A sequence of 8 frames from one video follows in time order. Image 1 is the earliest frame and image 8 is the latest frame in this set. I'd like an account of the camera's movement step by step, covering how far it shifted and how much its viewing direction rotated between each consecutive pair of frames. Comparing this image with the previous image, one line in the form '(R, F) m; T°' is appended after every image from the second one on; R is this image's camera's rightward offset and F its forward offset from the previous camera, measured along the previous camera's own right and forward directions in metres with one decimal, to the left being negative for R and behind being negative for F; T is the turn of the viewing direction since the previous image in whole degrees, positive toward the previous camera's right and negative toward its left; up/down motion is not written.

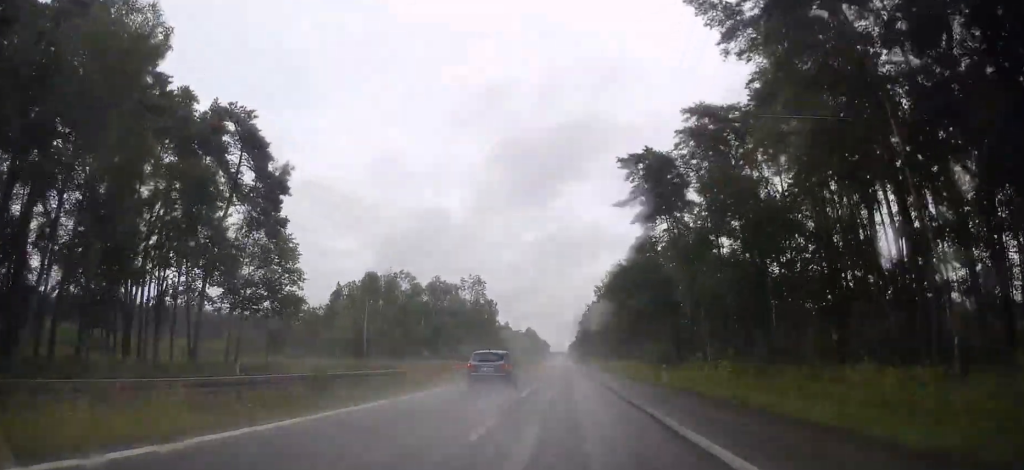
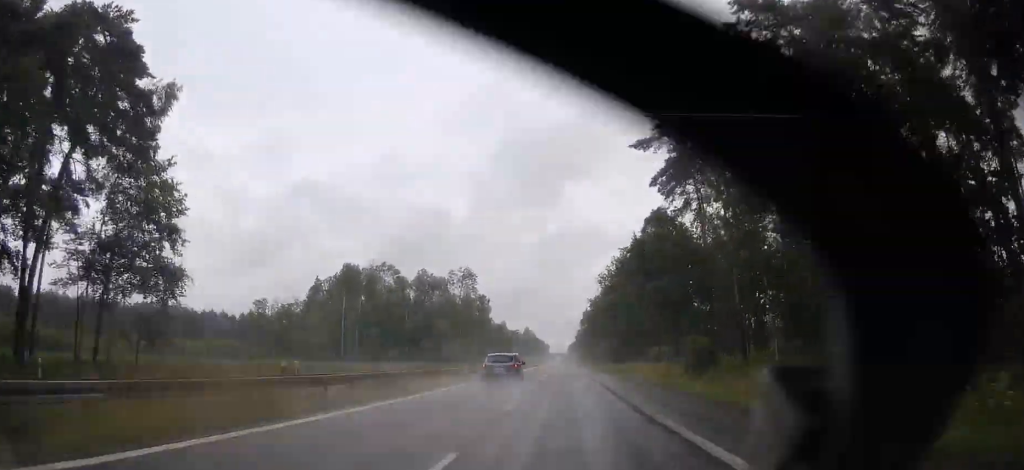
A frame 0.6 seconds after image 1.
(0.0, +17.0) m; 0°
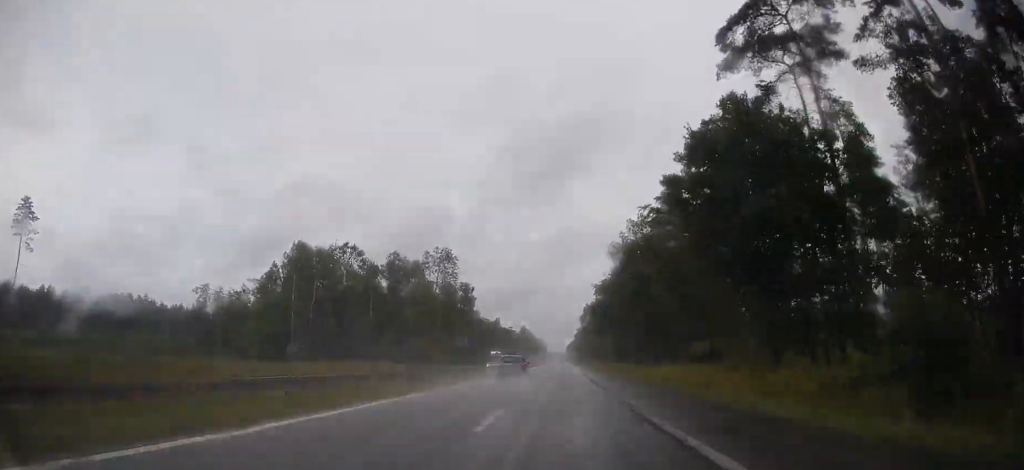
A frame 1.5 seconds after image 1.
(0.0, +27.9) m; 0°
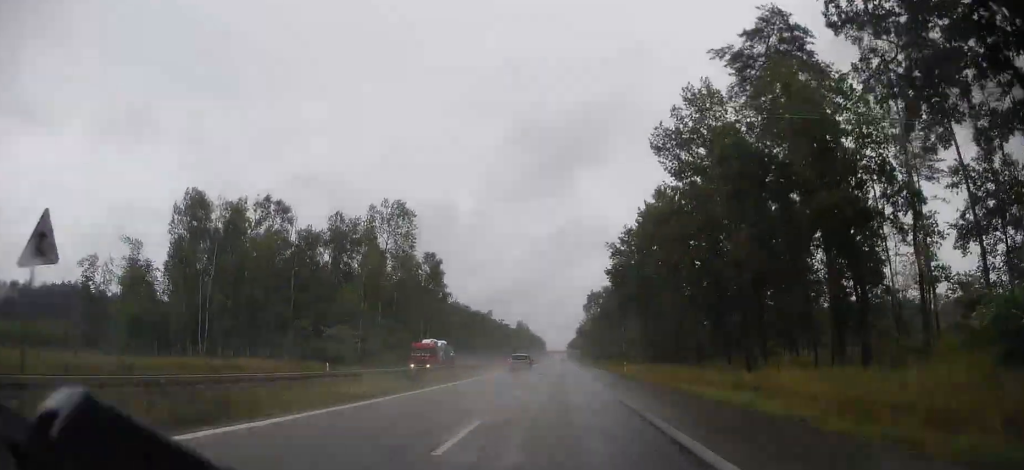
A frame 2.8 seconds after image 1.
(0.0, +38.1) m; 0°
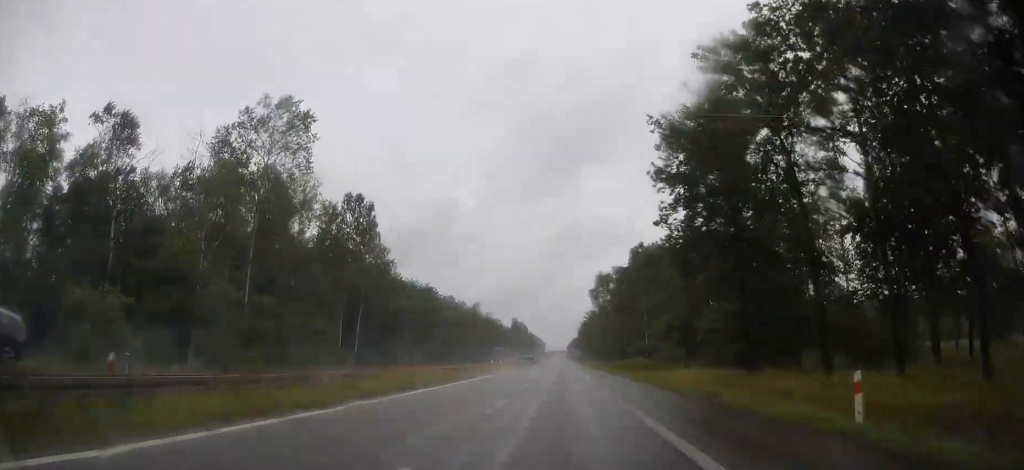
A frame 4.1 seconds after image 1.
(0.0, +40.2) m; -1°
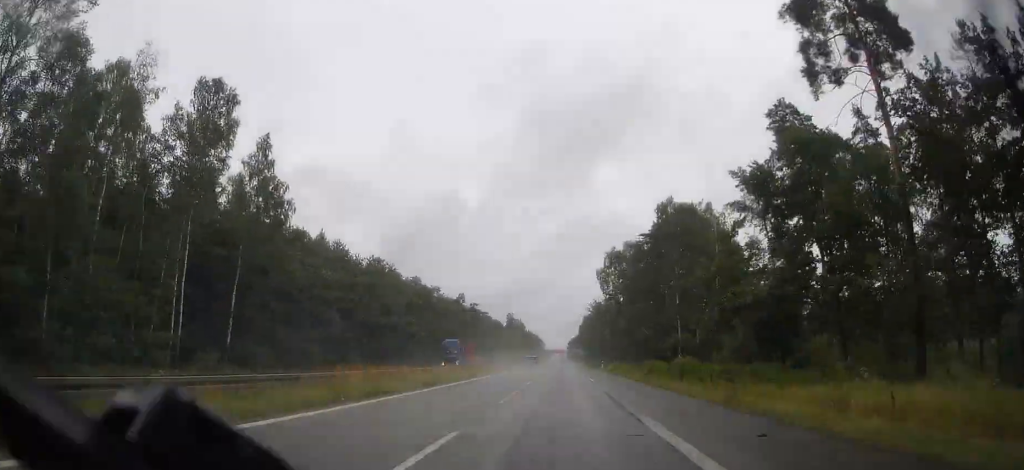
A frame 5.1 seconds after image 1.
(-0.4, +31.3) m; +1°
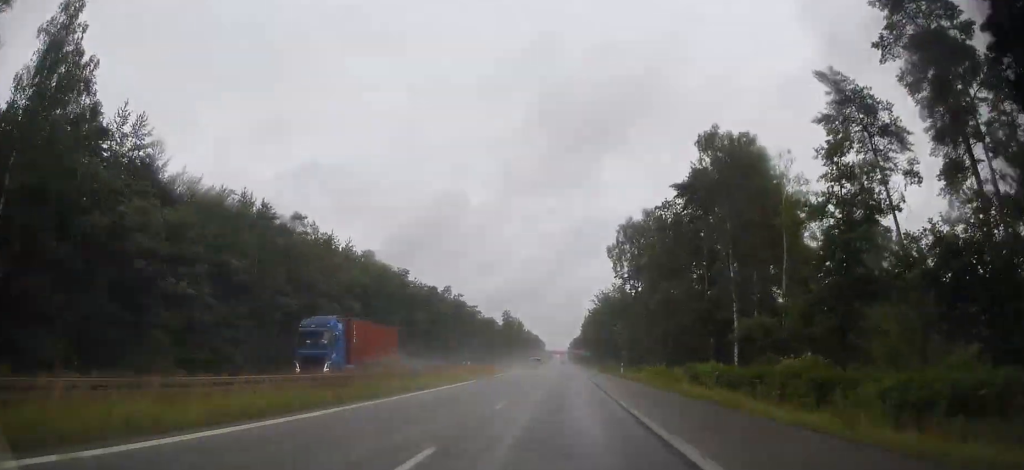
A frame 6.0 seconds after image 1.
(+0.7, +25.3) m; +1°
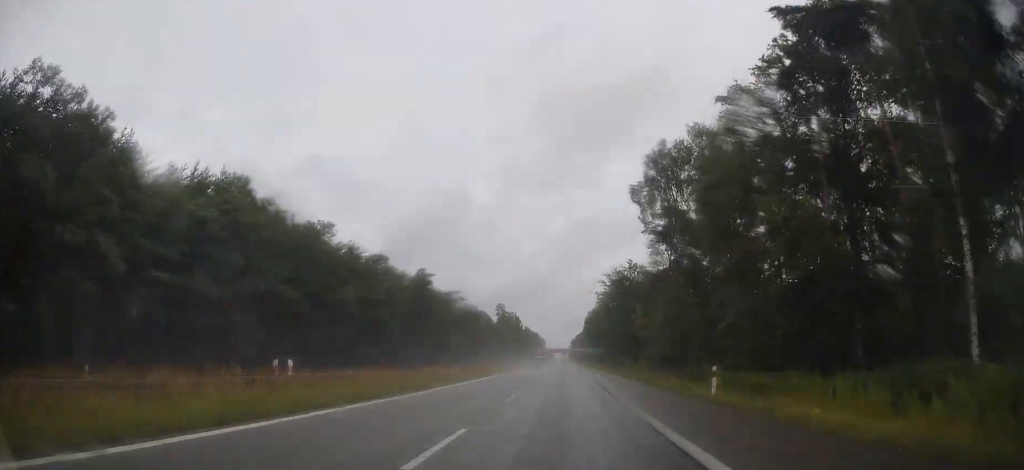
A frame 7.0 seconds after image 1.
(-0.1, +32.5) m; 0°
